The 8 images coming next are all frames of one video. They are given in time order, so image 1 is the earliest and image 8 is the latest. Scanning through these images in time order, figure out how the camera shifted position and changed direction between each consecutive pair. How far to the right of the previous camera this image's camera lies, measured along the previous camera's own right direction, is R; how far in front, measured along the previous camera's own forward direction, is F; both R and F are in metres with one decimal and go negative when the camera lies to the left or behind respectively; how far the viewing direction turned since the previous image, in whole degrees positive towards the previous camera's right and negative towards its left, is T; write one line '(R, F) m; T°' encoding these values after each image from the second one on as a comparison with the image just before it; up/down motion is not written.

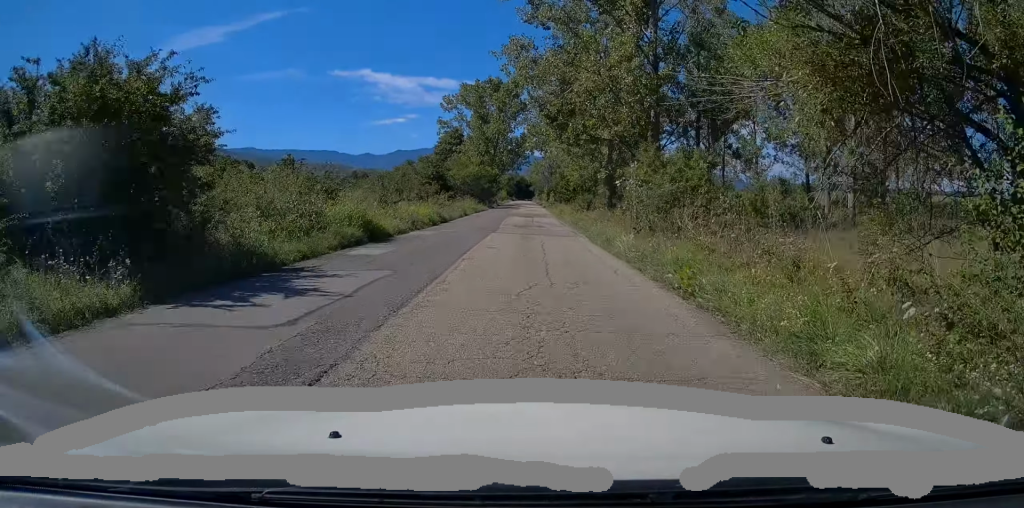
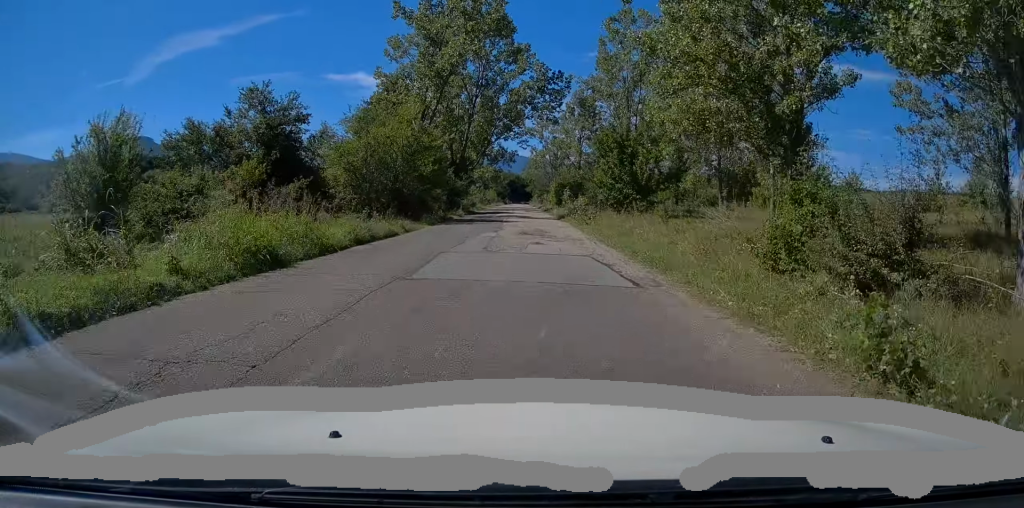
(+0.3, +43.7) m; 0°
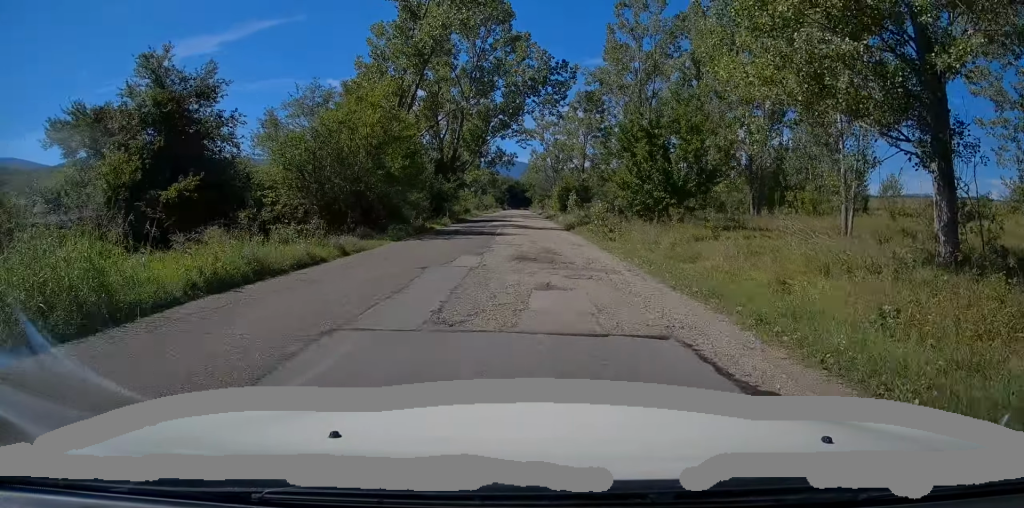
(0.0, +7.9) m; 0°
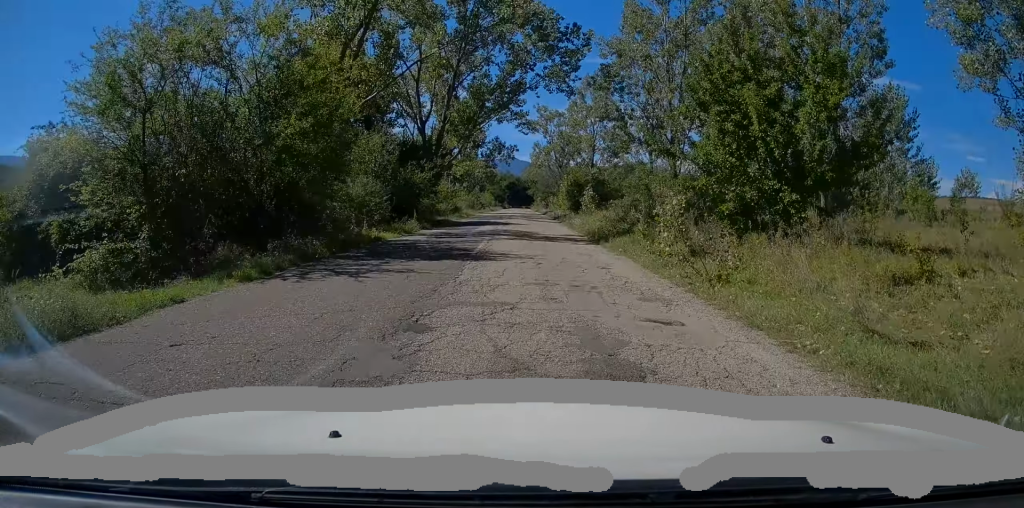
(0.0, +11.5) m; 0°
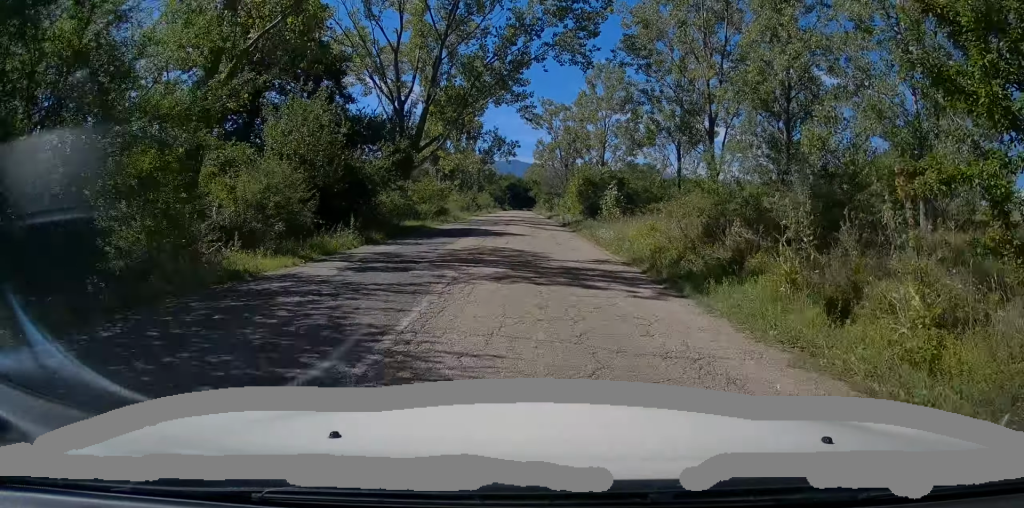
(0.0, +9.7) m; -1°
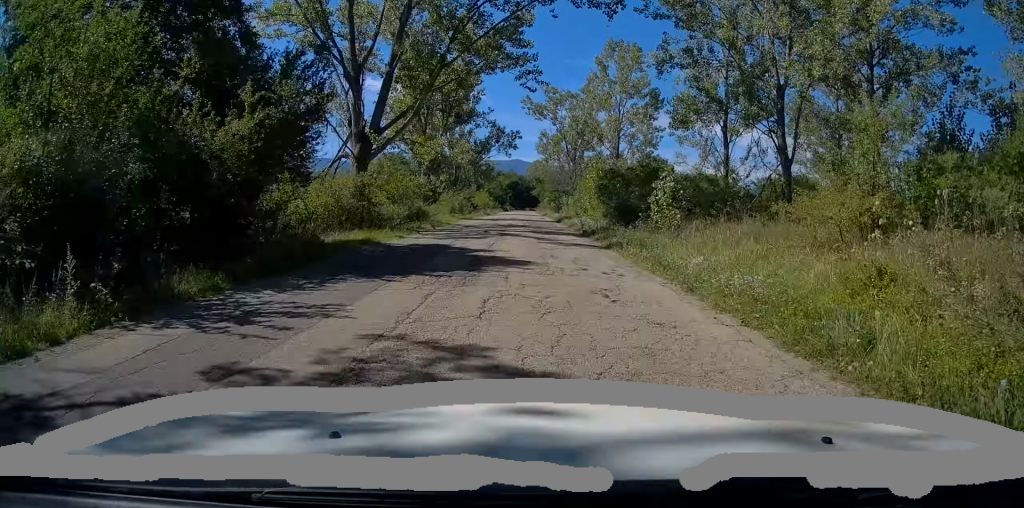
(+0.1, +10.9) m; -1°
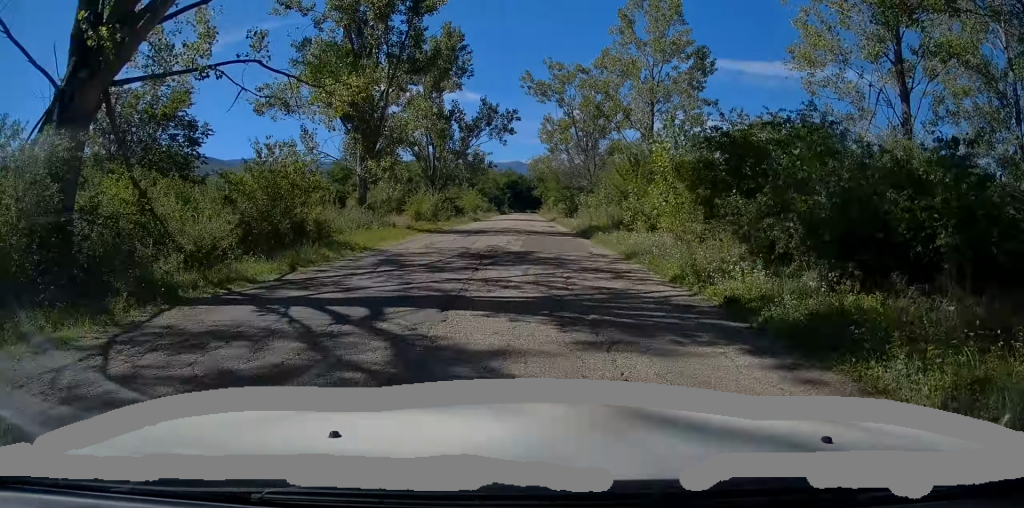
(-0.4, +18.9) m; 0°
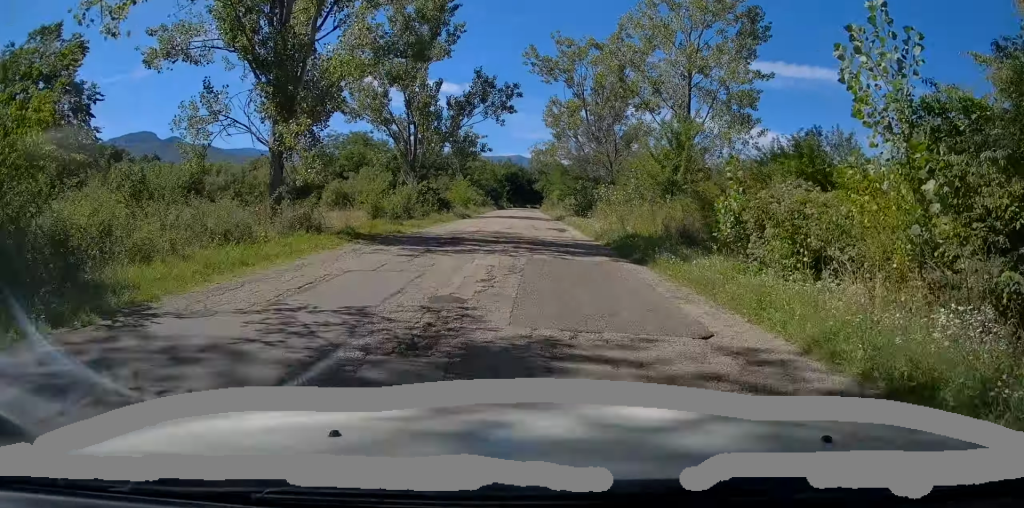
(+0.1, +10.8) m; 0°
